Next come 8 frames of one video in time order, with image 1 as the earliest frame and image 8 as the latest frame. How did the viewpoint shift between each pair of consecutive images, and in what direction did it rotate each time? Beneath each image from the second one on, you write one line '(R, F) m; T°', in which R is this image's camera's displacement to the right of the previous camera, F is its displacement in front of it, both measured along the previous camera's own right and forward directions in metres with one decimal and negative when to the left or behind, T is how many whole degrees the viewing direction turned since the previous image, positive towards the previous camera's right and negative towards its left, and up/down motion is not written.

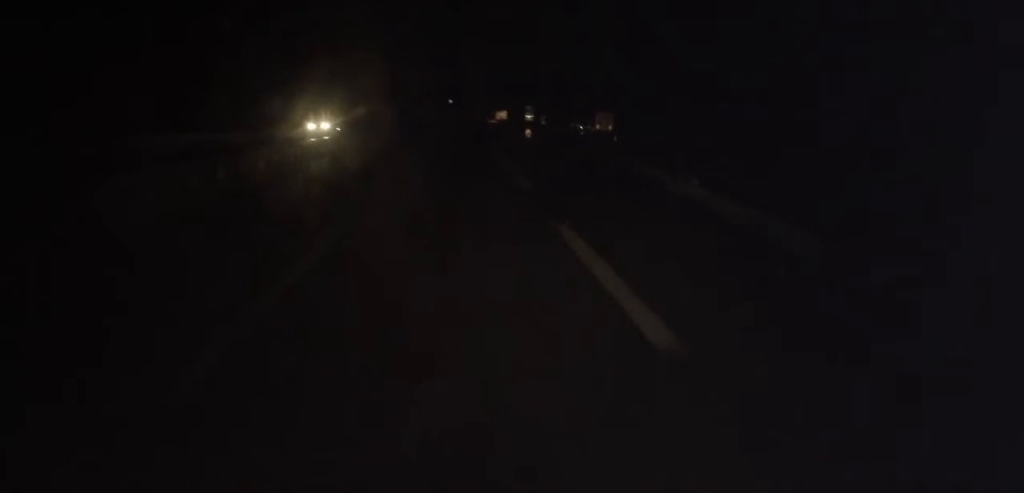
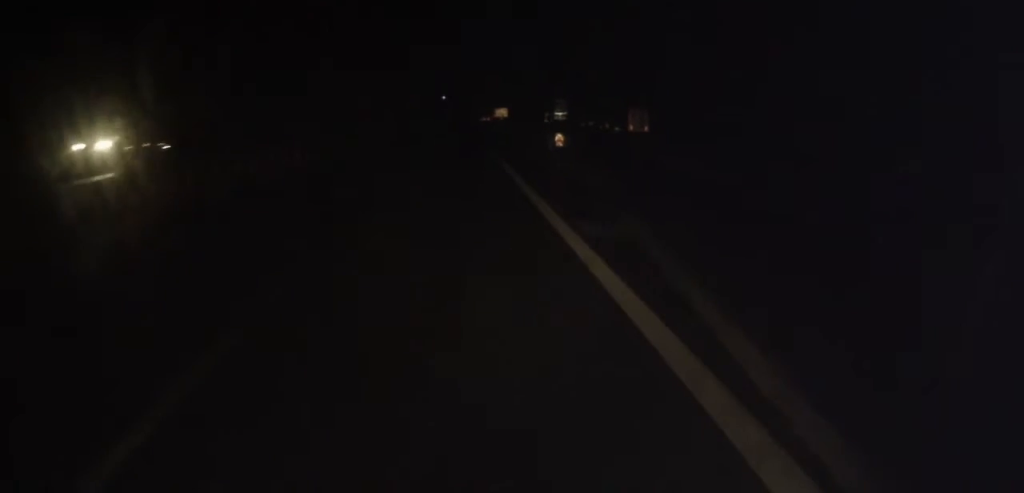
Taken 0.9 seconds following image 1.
(+0.3, +22.1) m; 0°
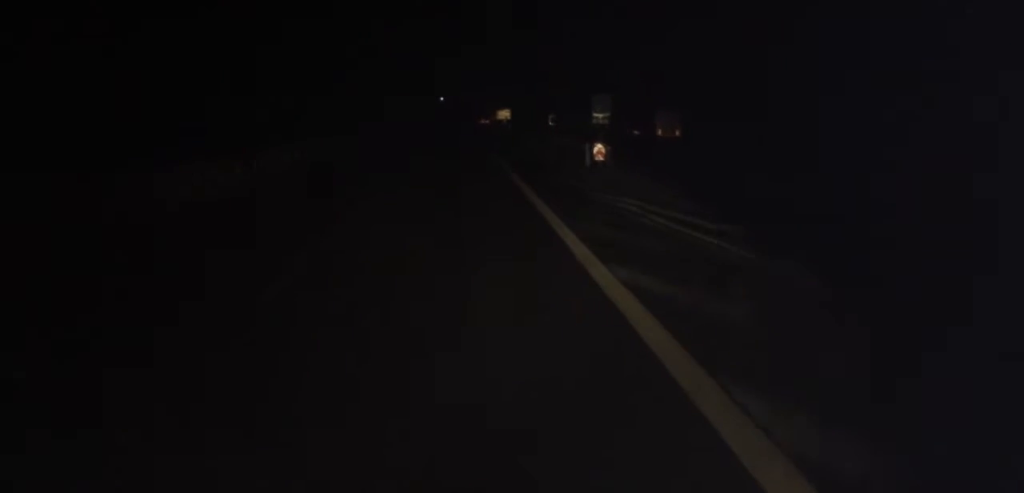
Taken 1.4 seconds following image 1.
(+0.1, +11.9) m; -1°
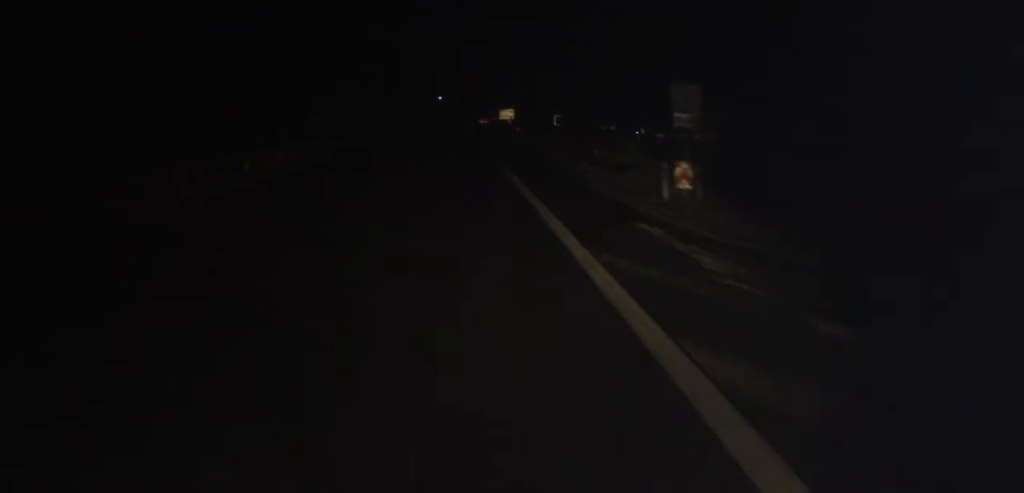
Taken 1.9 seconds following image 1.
(-0.1, +11.1) m; 0°
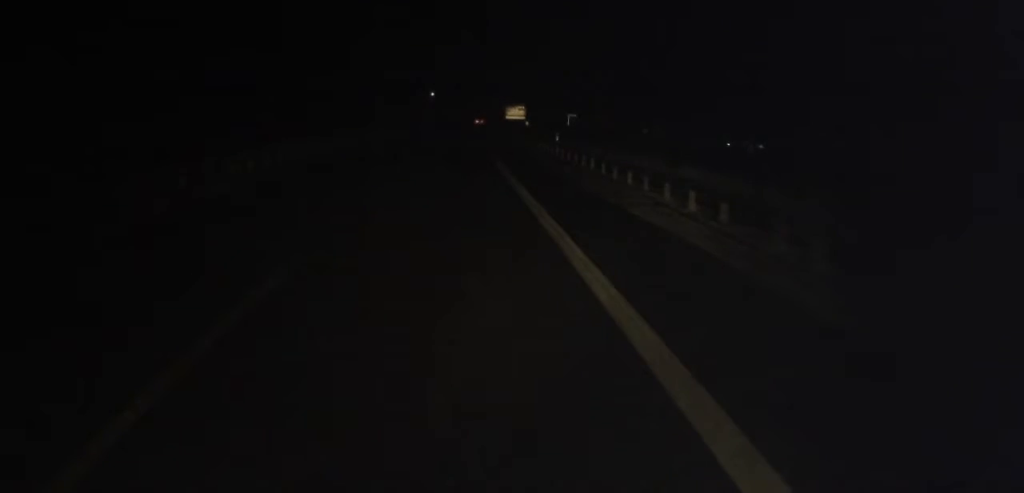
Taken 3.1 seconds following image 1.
(-0.1, +29.2) m; +1°
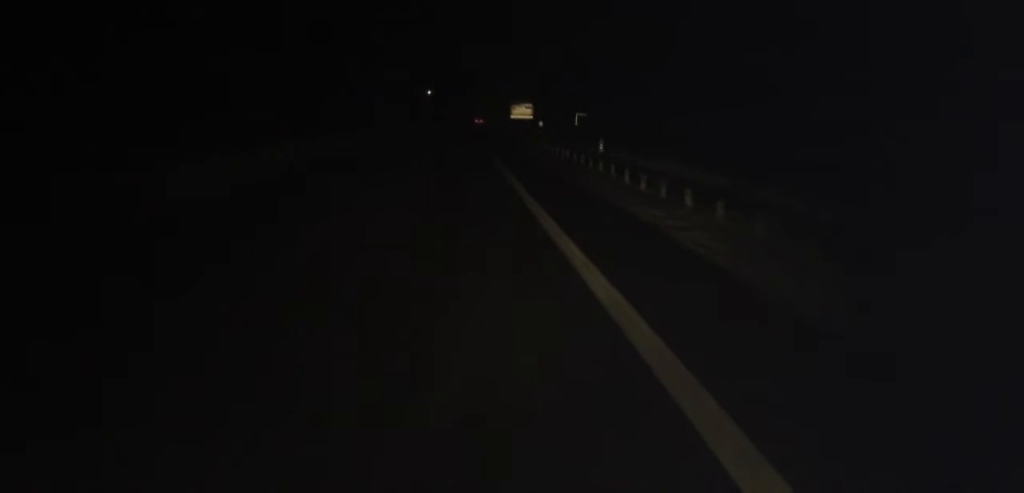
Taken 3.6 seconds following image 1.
(+0.1, +11.8) m; +1°
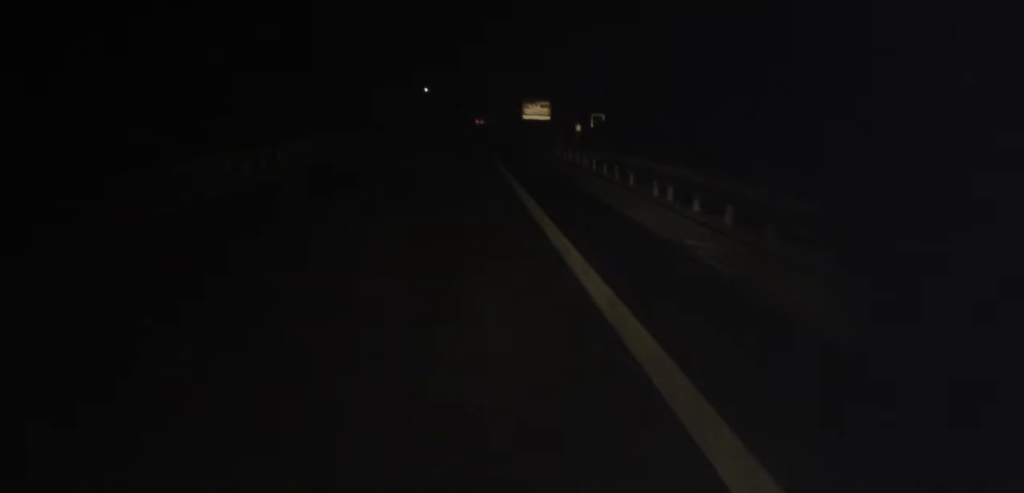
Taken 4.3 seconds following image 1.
(0.0, +16.5) m; +1°
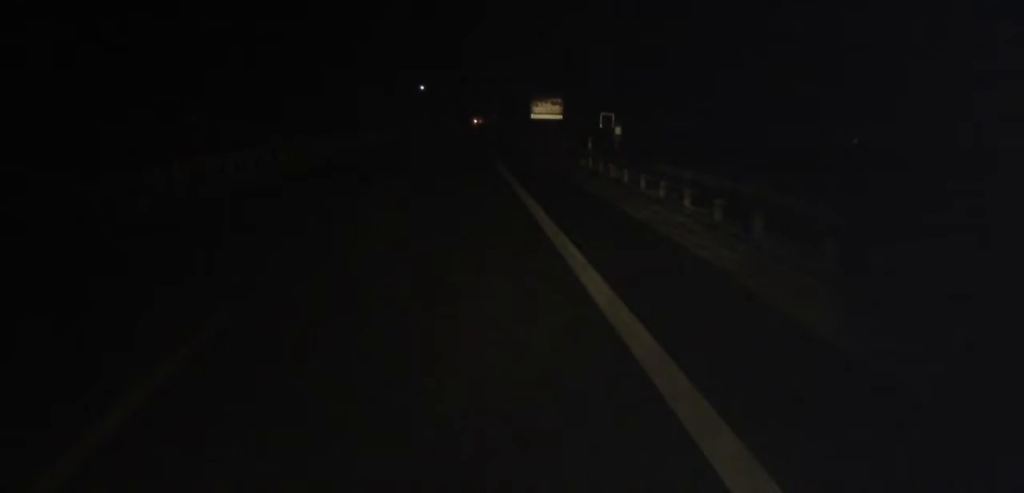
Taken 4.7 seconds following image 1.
(+0.1, +9.4) m; 0°
